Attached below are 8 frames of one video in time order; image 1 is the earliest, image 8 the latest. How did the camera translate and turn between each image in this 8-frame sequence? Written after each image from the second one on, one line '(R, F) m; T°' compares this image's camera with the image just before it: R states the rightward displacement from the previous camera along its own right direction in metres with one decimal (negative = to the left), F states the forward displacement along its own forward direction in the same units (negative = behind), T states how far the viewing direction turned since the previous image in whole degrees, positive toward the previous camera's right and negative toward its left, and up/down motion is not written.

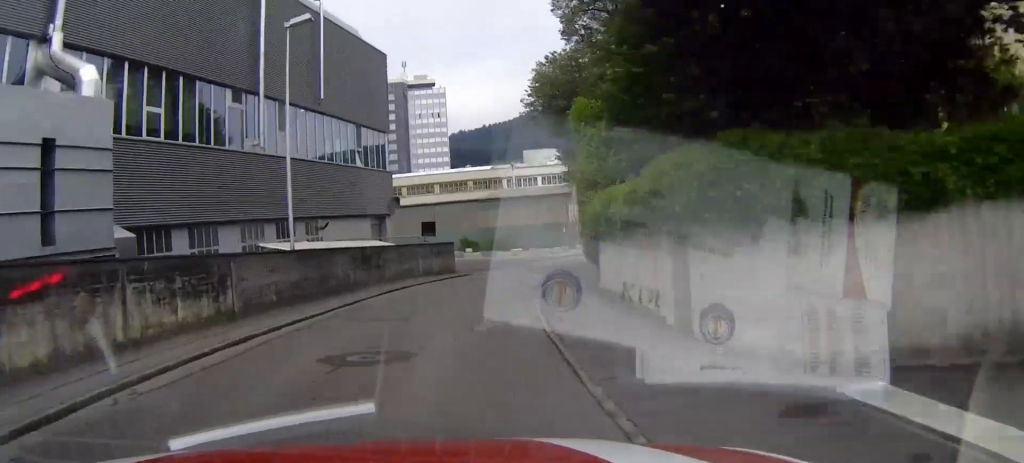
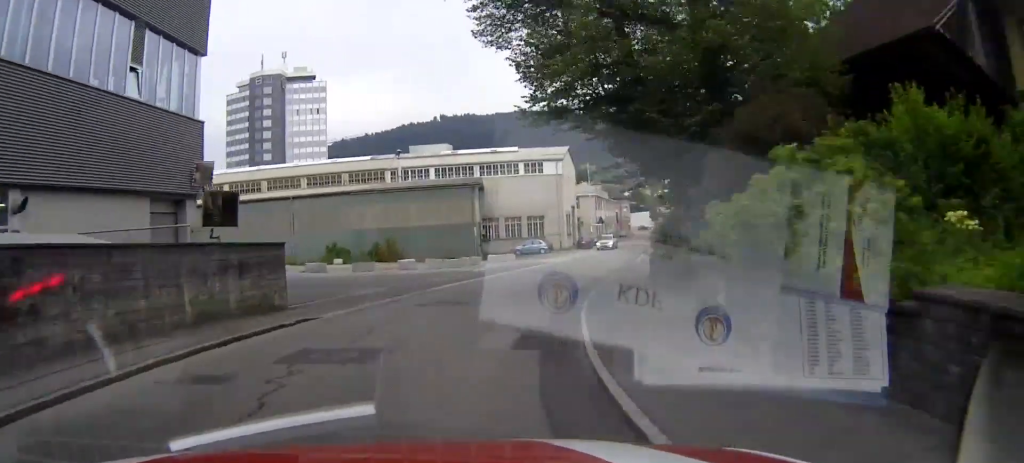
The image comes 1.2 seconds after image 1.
(0.0, +21.3) m; +7°
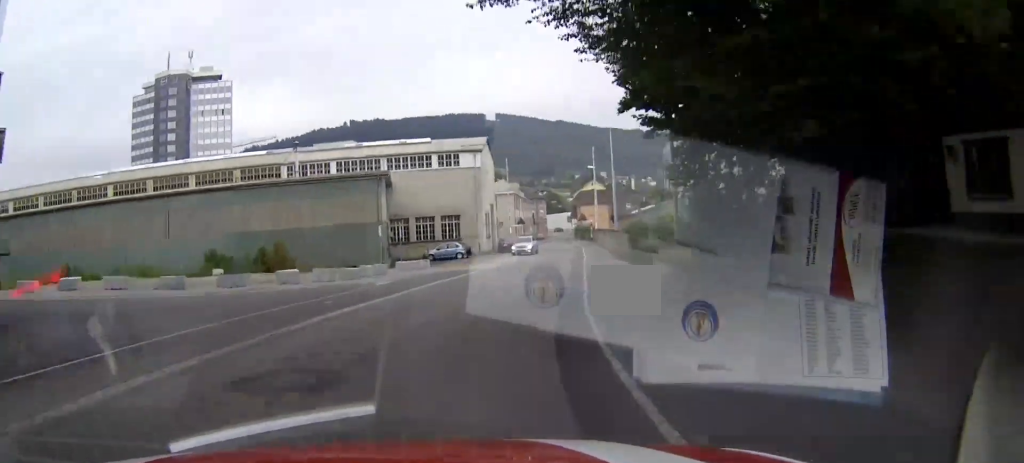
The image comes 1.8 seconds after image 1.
(+1.2, +9.9) m; +5°
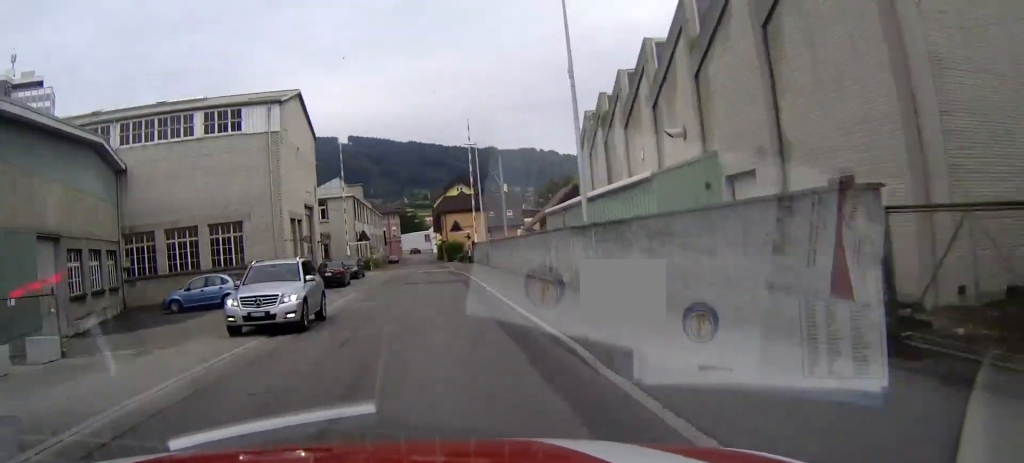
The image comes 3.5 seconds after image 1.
(+3.3, +32.1) m; +10°
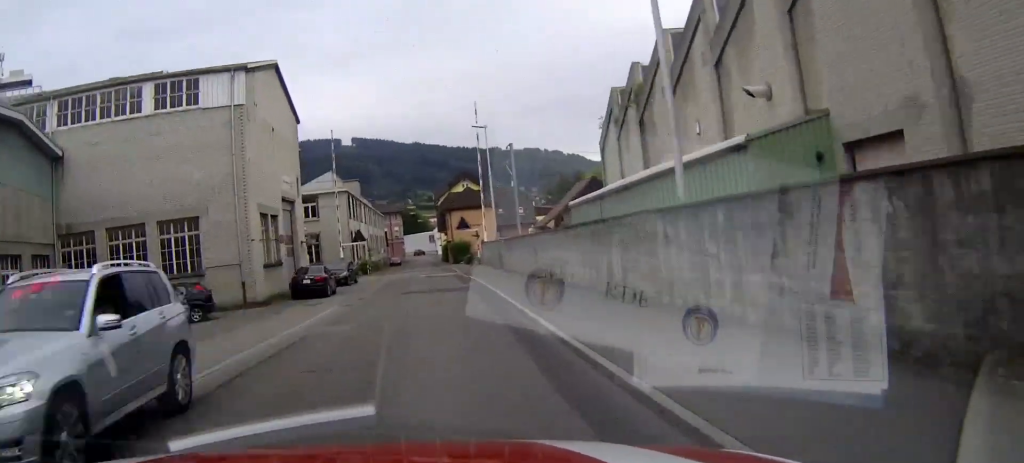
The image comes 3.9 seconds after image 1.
(+0.2, +7.3) m; +2°
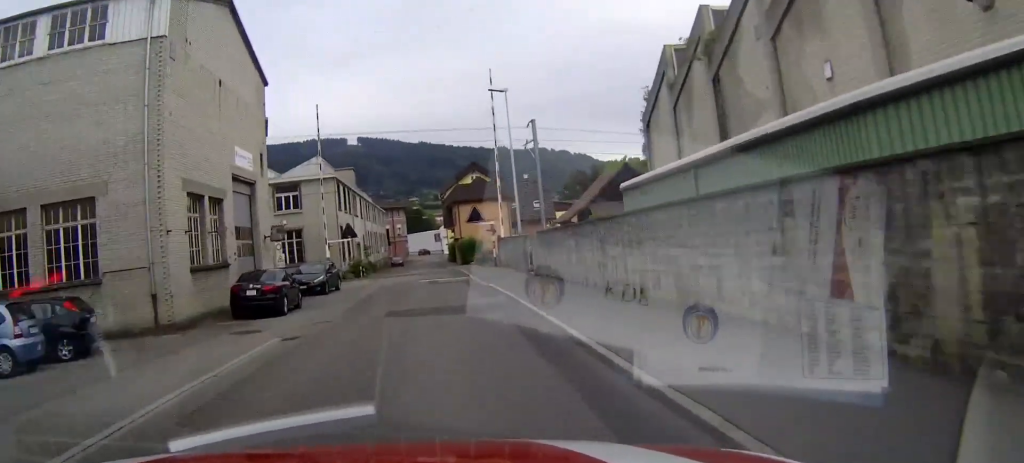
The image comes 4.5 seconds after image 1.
(+0.2, +9.7) m; +2°
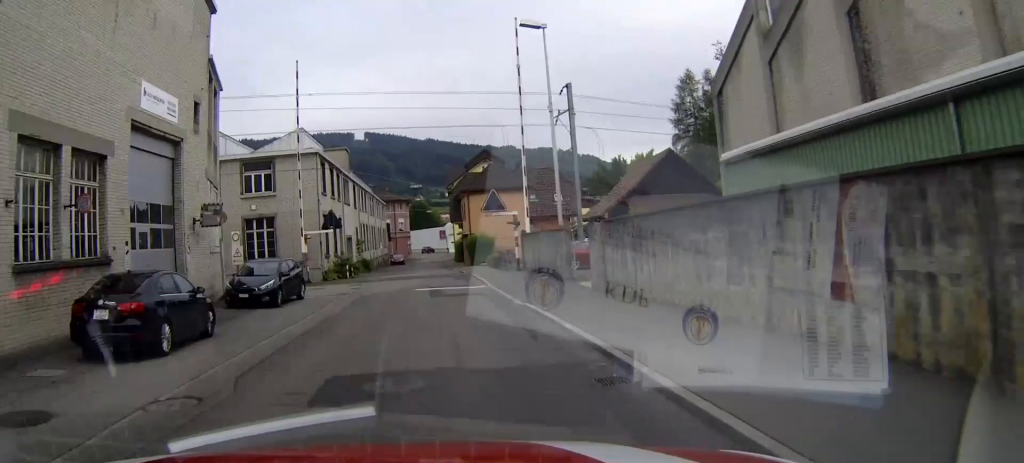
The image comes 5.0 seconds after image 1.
(+0.2, +9.7) m; +1°
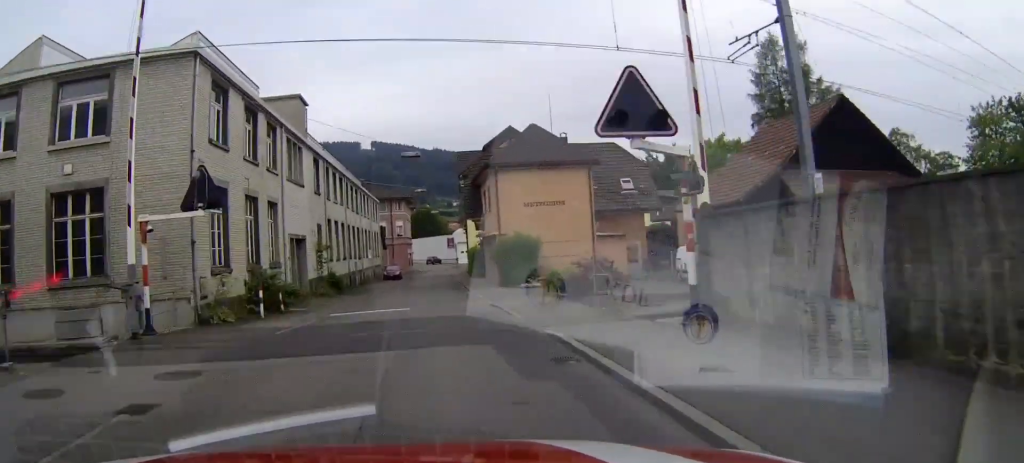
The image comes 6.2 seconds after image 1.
(+0.2, +22.1) m; 0°
